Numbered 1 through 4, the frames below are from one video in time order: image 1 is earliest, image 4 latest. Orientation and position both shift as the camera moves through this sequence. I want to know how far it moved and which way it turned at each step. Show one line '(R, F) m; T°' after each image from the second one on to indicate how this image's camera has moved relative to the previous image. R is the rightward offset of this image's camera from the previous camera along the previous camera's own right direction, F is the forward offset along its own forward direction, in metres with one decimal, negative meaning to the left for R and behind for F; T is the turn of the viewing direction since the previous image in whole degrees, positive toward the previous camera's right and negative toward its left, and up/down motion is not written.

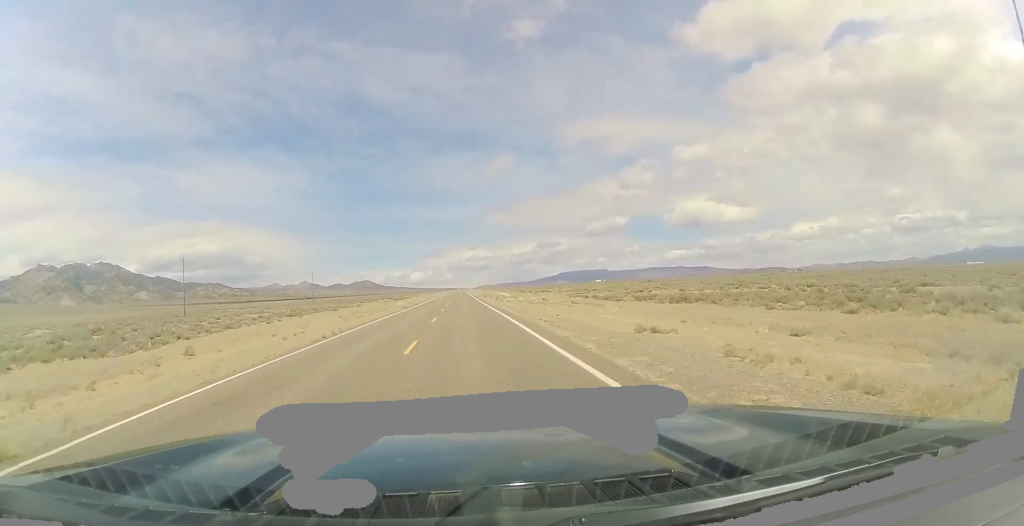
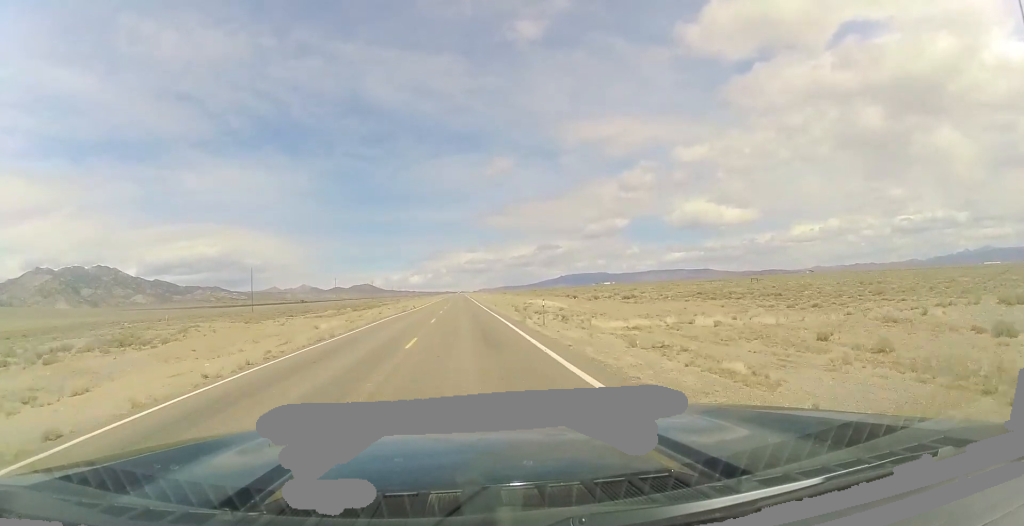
(-0.2, +65.5) m; 0°
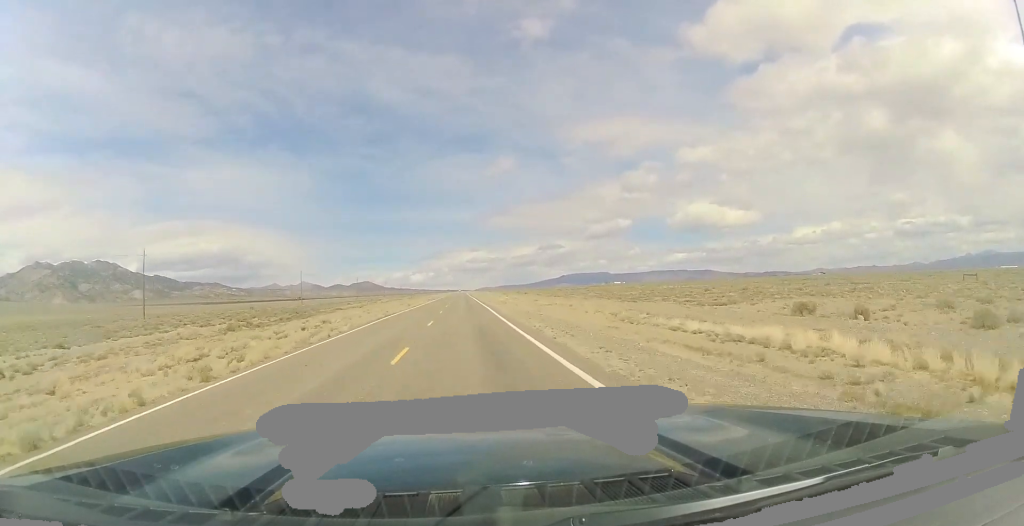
(+0.1, +58.0) m; 0°
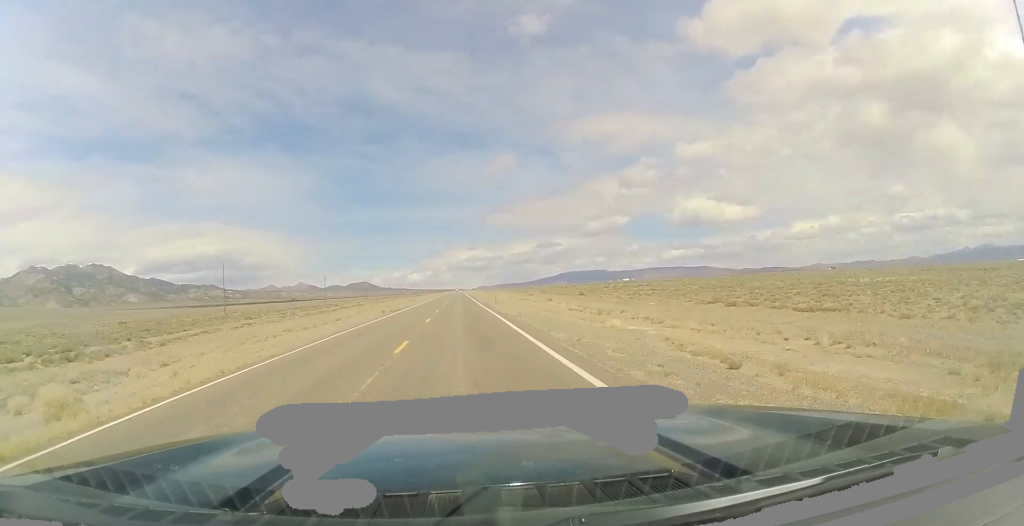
(+0.4, +66.4) m; +1°
